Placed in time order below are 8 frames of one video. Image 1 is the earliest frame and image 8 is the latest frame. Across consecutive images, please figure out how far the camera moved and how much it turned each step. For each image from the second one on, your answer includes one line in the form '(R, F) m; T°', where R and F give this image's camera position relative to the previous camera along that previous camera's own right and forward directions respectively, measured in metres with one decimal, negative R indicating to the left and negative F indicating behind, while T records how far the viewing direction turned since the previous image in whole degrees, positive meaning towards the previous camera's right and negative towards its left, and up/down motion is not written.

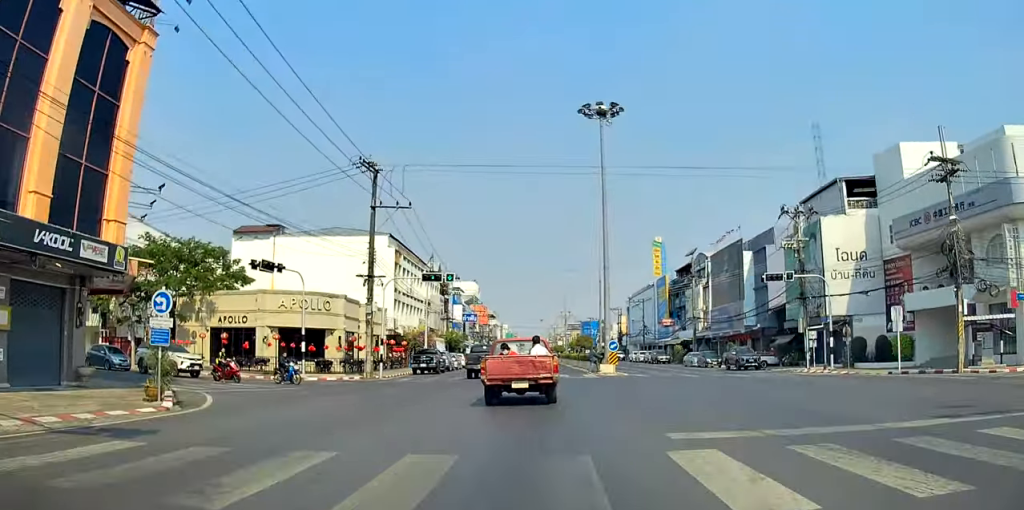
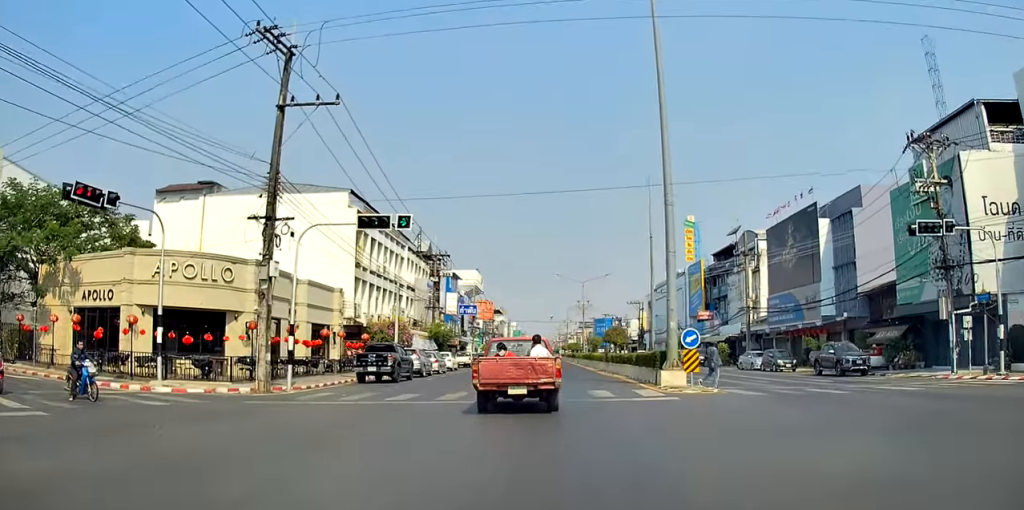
(0.0, +17.1) m; 0°
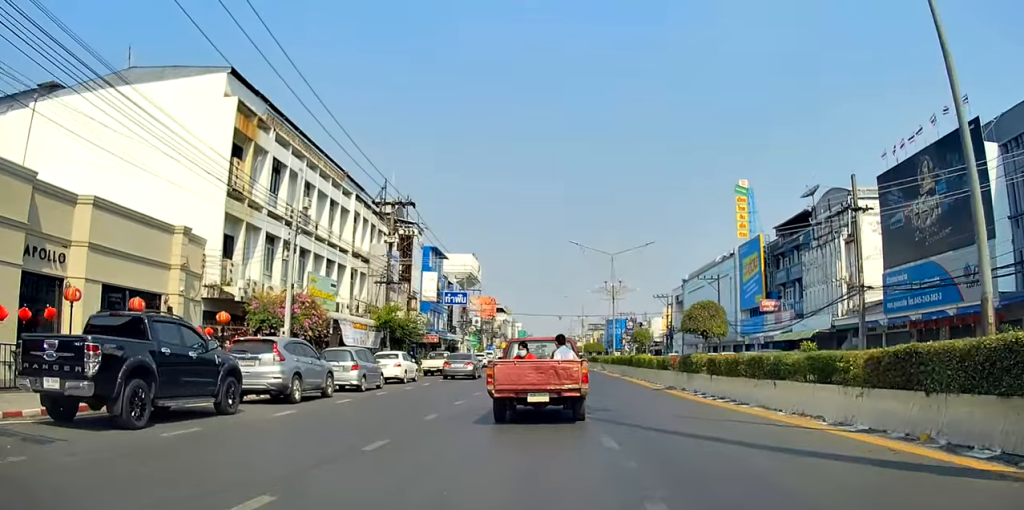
(+0.8, +21.7) m; +3°
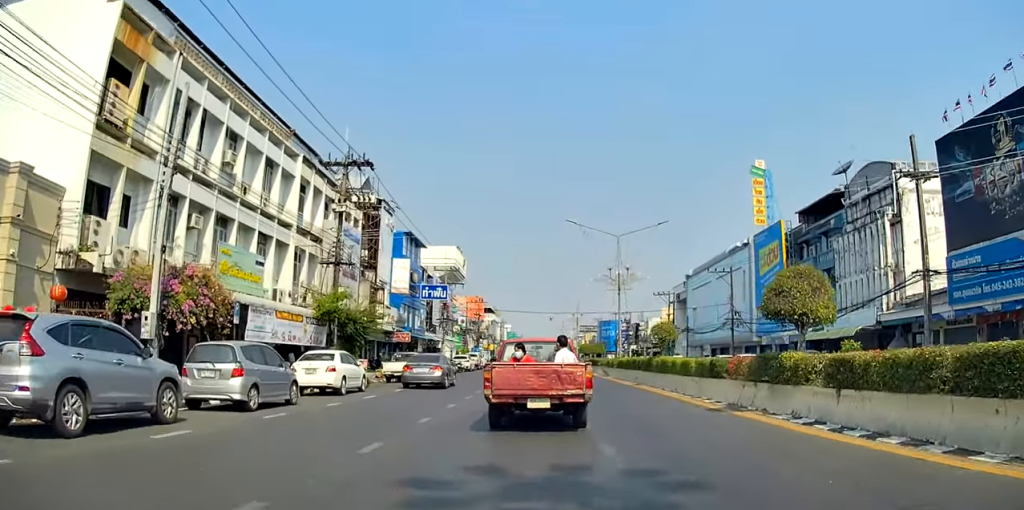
(-0.4, +9.2) m; -3°
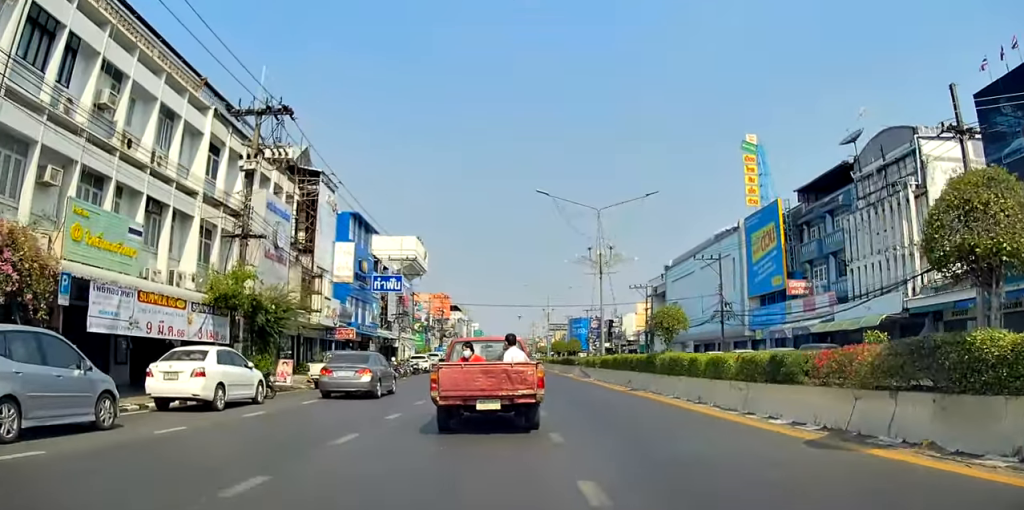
(0.0, +7.1) m; 0°
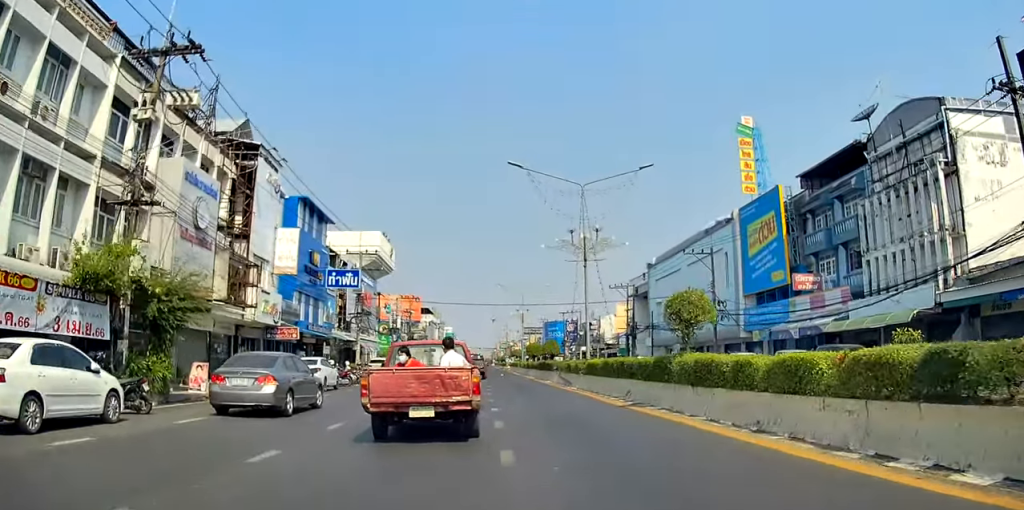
(0.0, +5.8) m; +1°
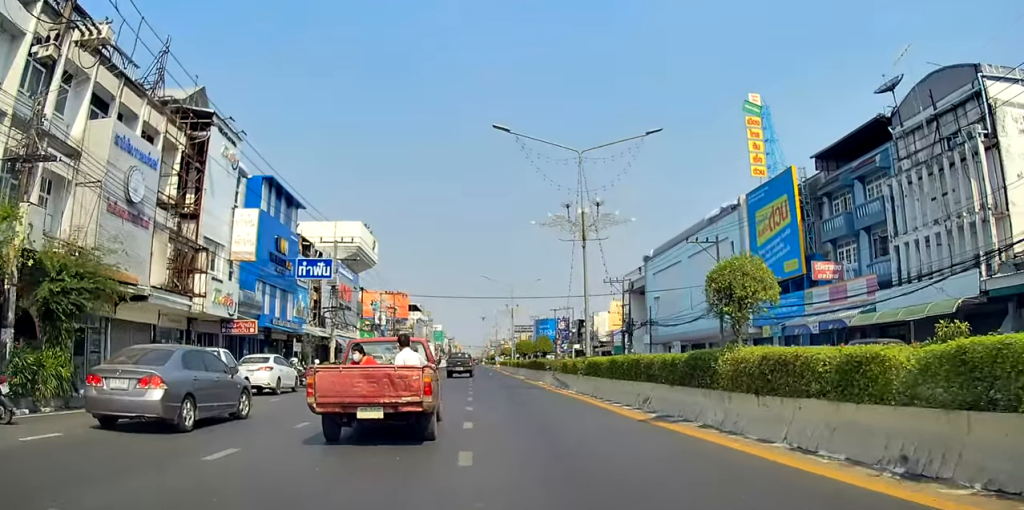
(-0.1, +4.5) m; +2°
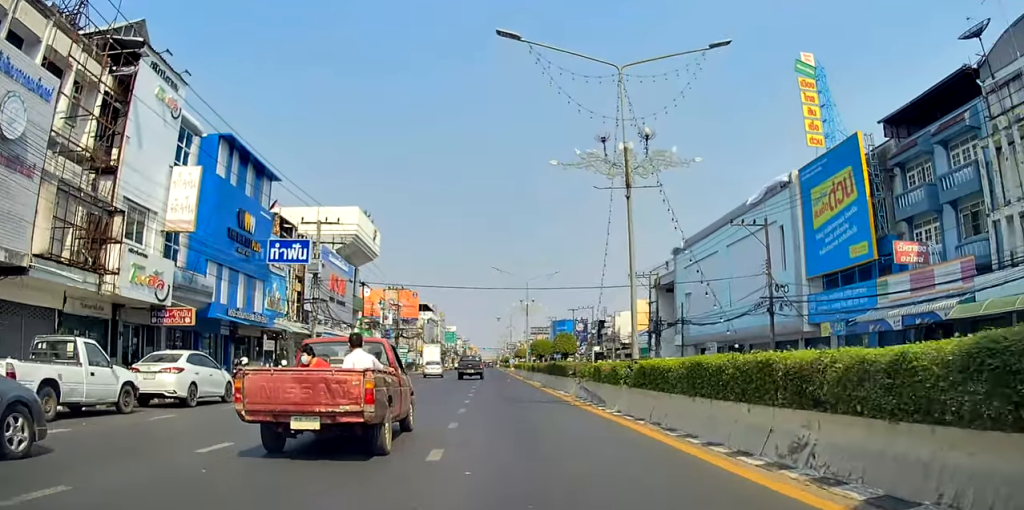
(+0.4, +7.4) m; 0°
